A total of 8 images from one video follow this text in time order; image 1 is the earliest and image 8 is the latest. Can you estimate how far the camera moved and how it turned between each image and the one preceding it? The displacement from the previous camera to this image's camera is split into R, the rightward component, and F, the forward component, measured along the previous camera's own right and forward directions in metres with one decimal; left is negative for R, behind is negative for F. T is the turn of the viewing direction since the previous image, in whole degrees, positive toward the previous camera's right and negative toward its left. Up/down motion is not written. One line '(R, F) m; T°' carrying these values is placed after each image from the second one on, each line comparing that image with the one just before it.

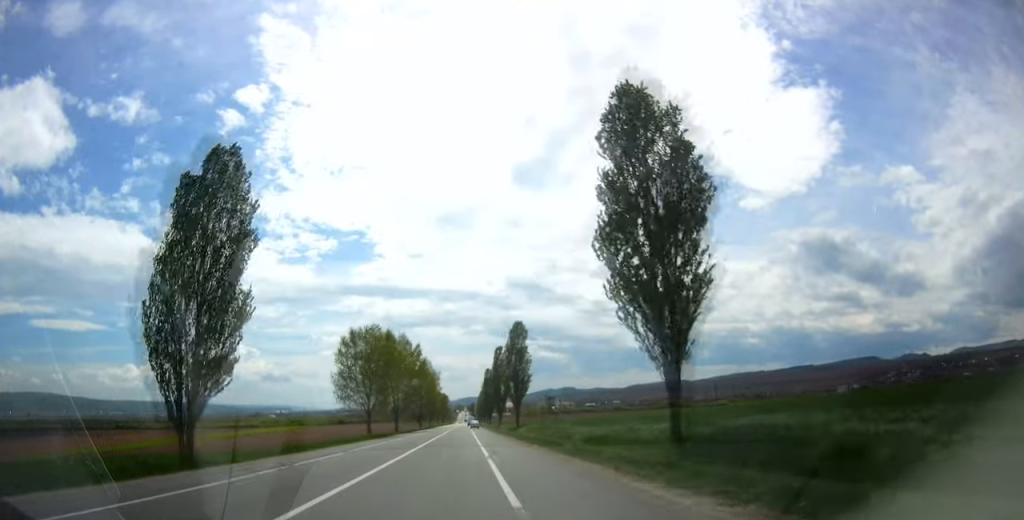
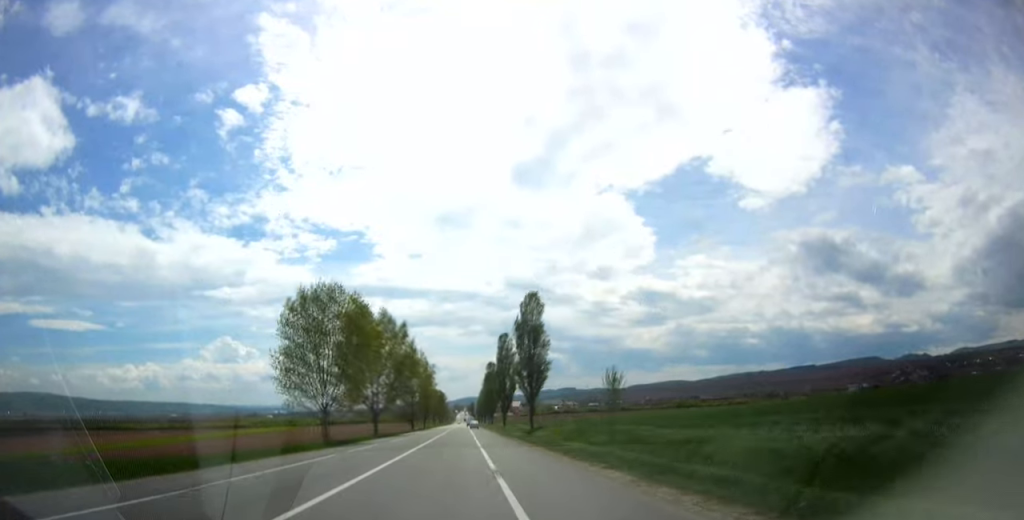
(-0.1, +21.5) m; 0°
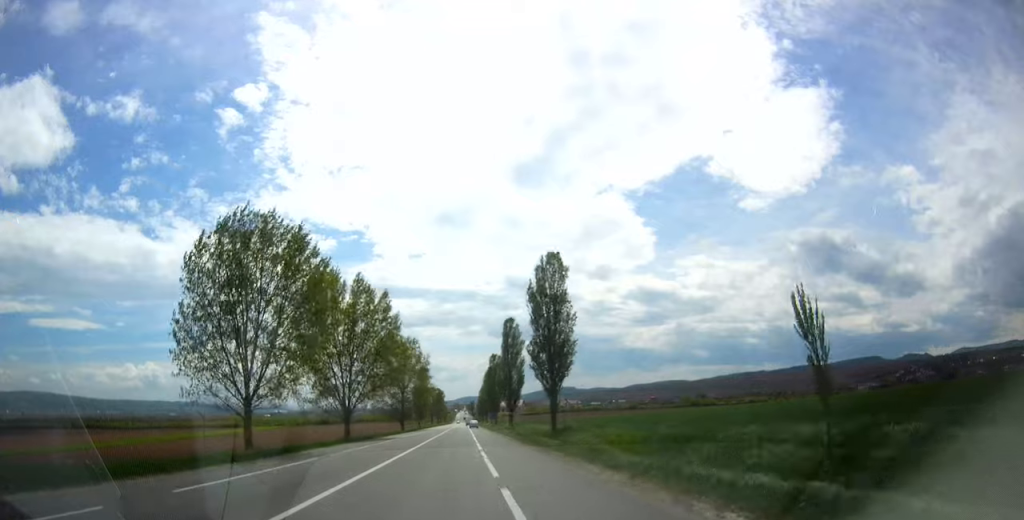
(-0.2, +17.7) m; 0°
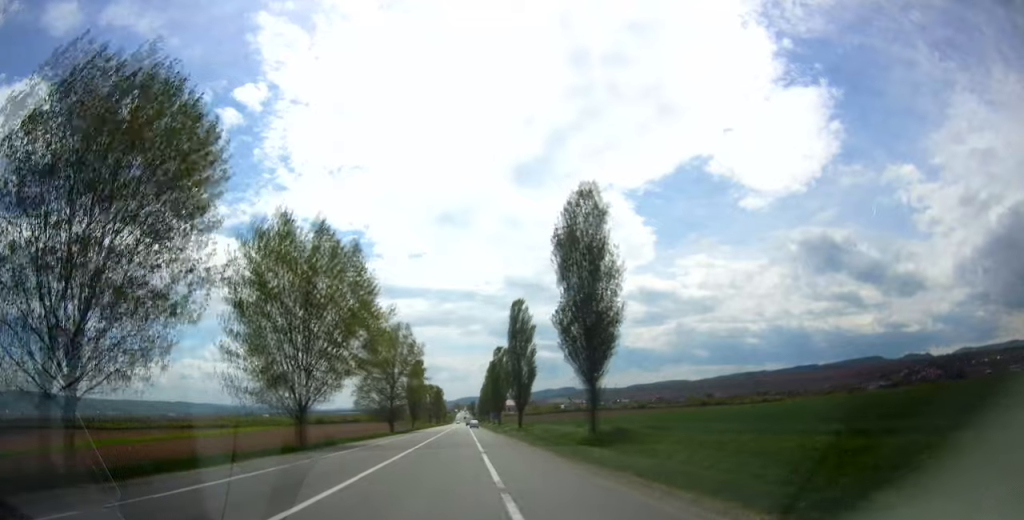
(+0.2, +16.5) m; 0°
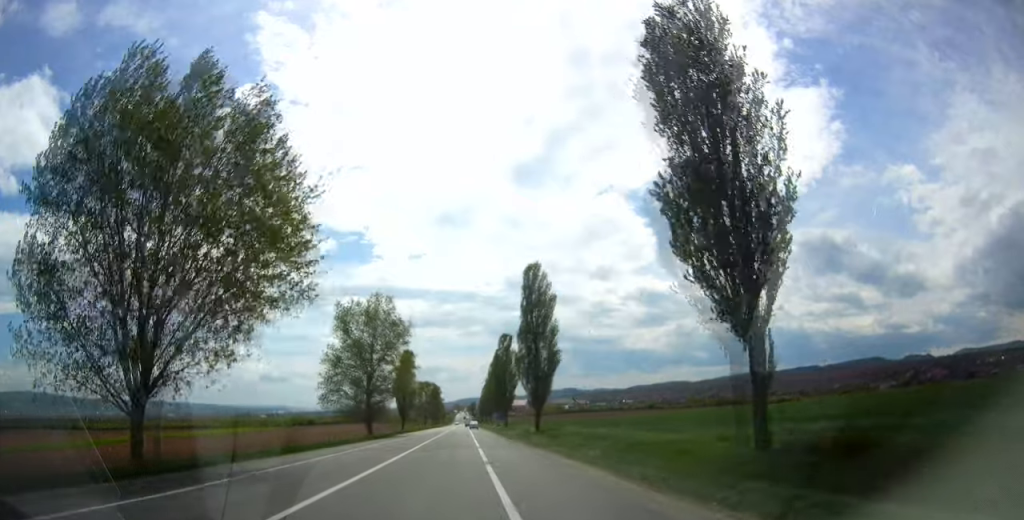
(+0.1, +21.6) m; 0°
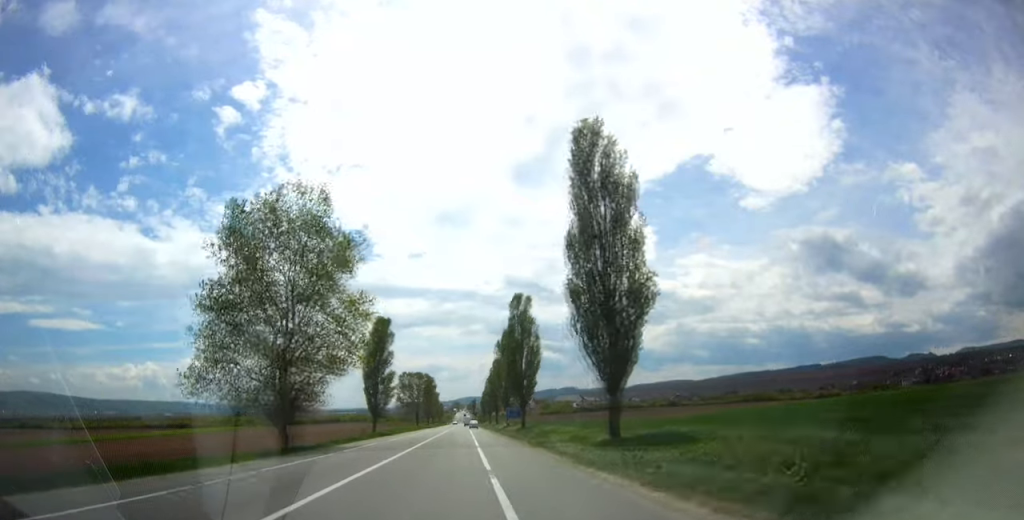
(-0.1, +34.4) m; 0°
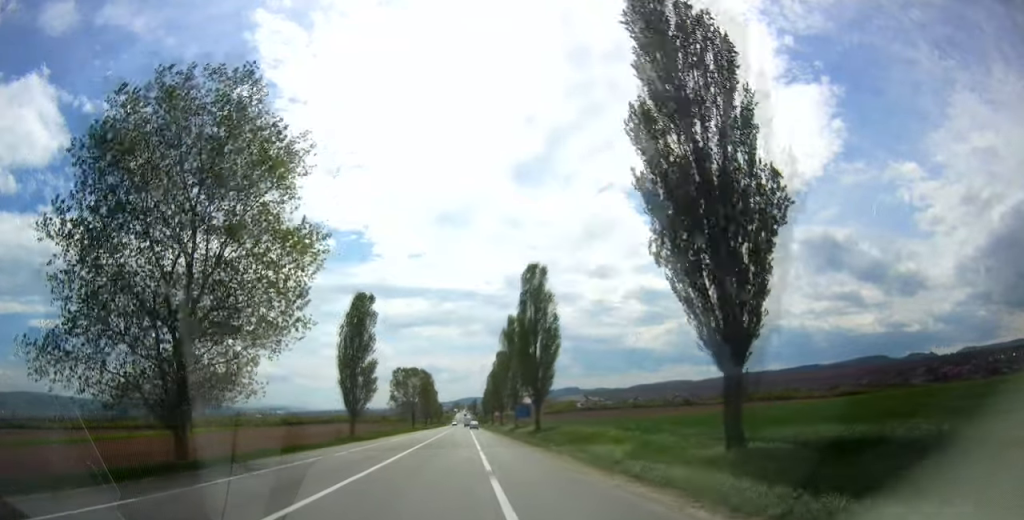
(+0.1, +15.2) m; 0°
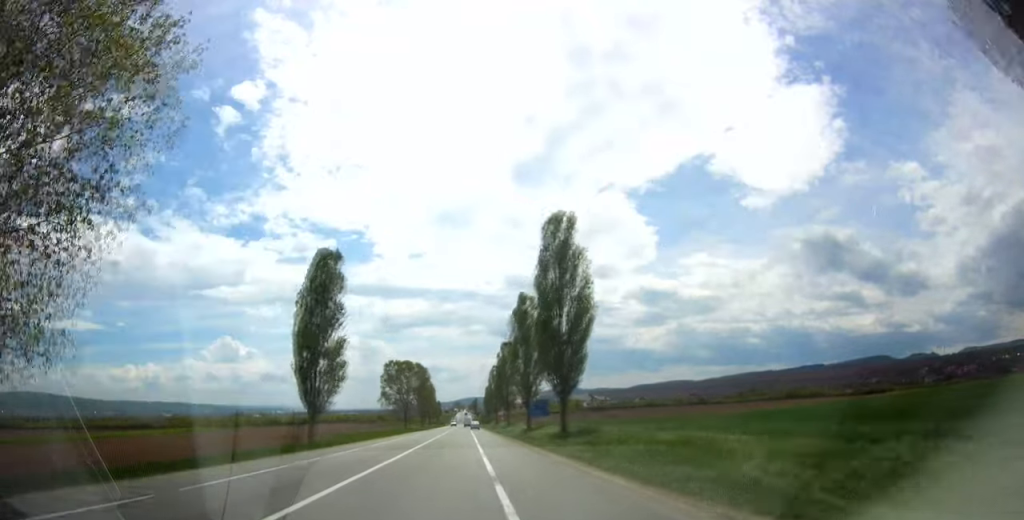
(0.0, +16.5) m; 0°
